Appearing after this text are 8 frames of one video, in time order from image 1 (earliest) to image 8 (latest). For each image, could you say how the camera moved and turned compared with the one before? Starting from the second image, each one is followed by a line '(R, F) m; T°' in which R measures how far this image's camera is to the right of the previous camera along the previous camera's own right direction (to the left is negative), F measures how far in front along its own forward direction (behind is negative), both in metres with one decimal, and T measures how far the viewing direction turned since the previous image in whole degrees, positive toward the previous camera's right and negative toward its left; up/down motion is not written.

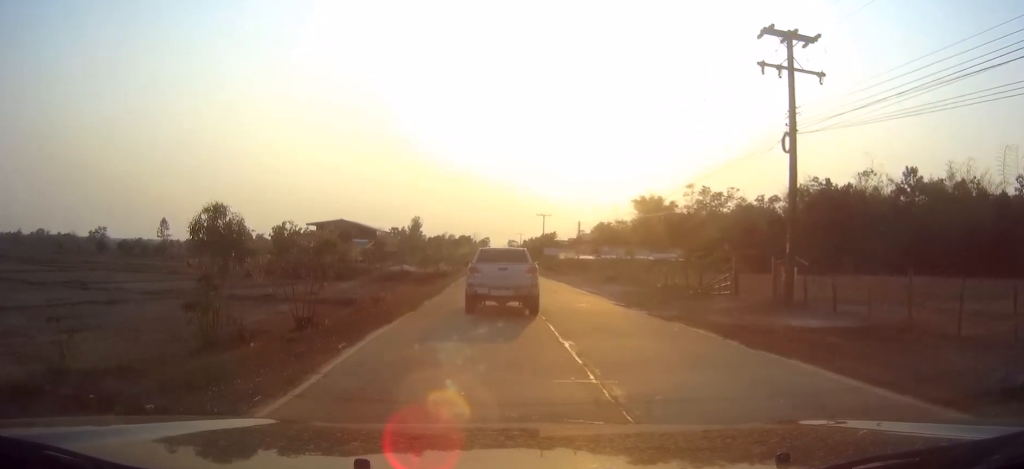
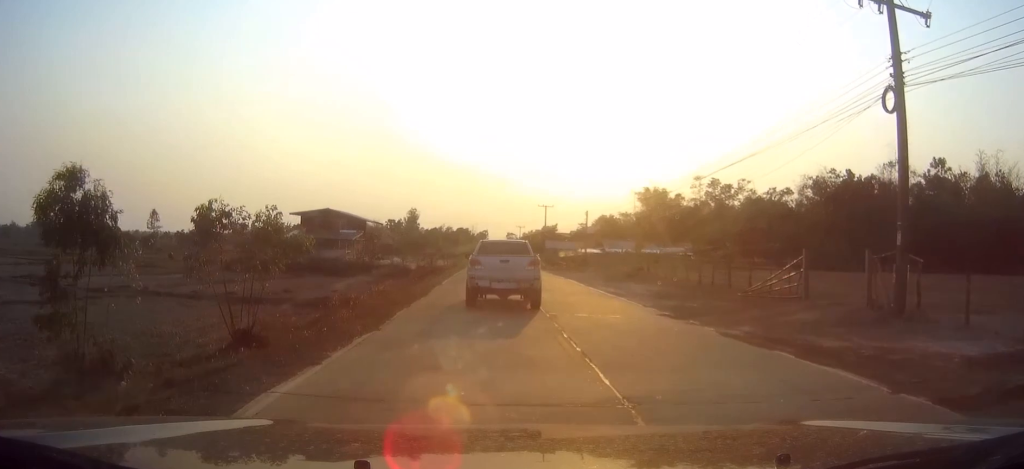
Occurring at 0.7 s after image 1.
(0.0, +6.7) m; 0°
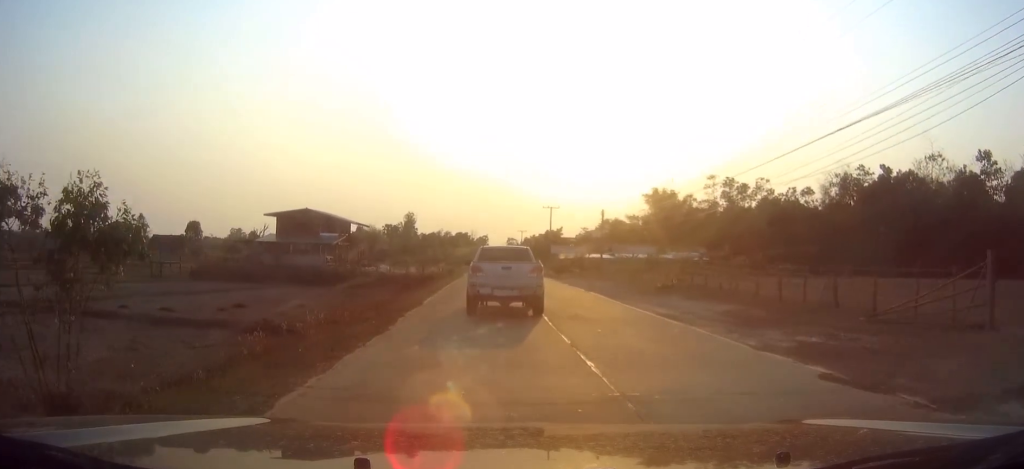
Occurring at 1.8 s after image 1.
(+0.1, +9.4) m; 0°
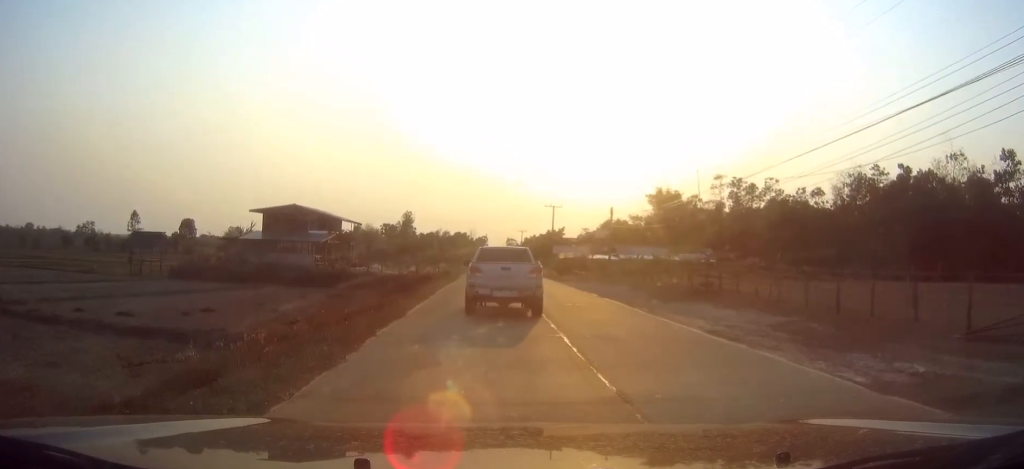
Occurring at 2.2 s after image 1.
(+0.1, +4.2) m; 0°
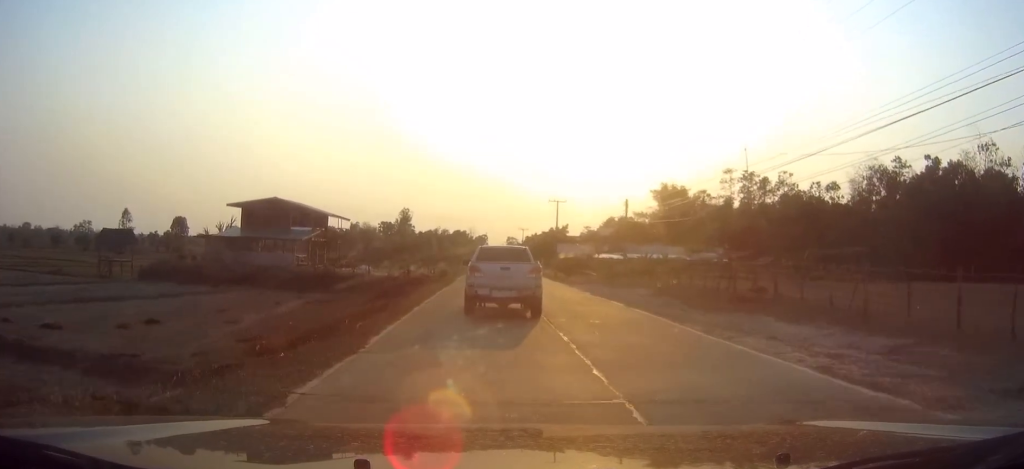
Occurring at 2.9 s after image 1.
(-0.1, +6.0) m; -1°
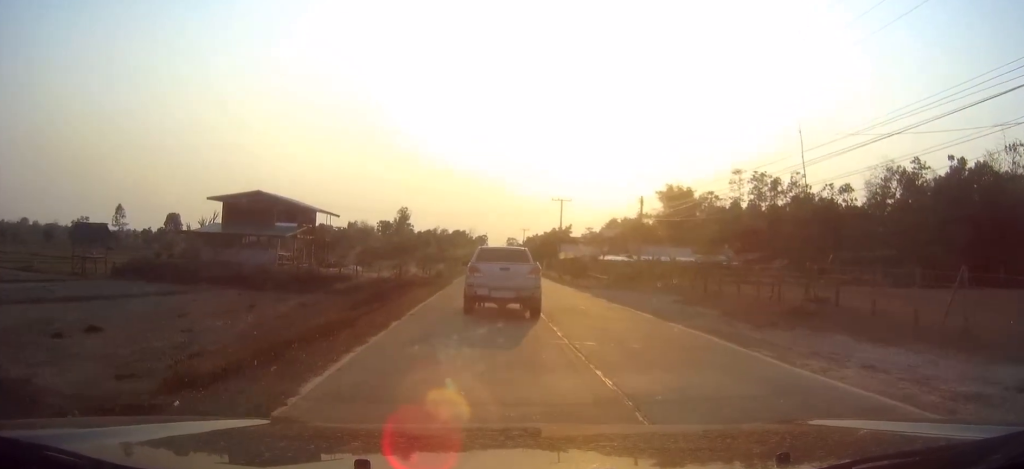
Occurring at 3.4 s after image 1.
(0.0, +4.5) m; -1°
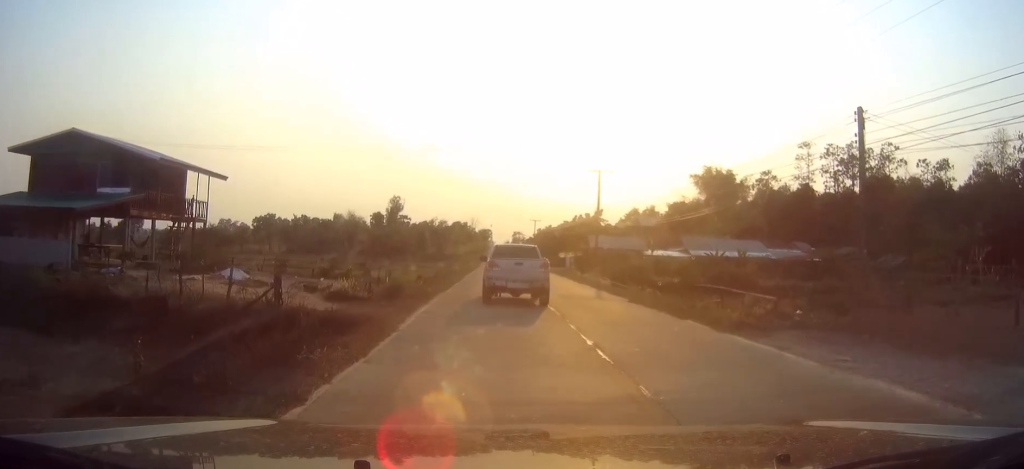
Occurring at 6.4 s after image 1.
(-0.3, +26.0) m; 0°
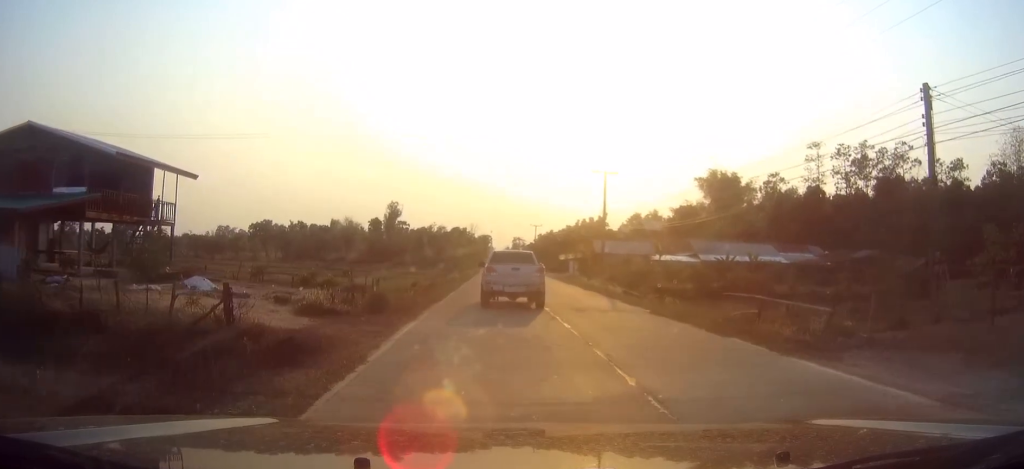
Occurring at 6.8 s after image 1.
(0.0, +3.4) m; 0°
